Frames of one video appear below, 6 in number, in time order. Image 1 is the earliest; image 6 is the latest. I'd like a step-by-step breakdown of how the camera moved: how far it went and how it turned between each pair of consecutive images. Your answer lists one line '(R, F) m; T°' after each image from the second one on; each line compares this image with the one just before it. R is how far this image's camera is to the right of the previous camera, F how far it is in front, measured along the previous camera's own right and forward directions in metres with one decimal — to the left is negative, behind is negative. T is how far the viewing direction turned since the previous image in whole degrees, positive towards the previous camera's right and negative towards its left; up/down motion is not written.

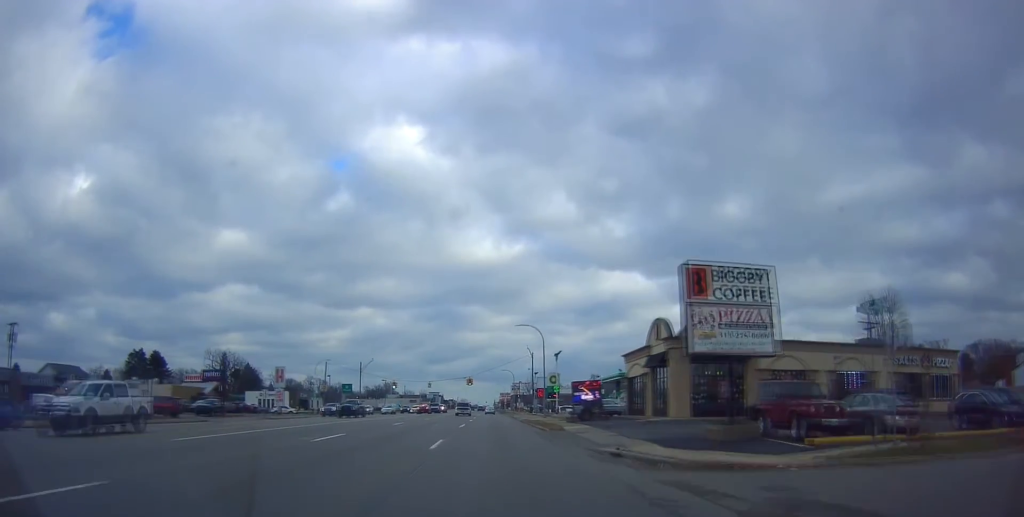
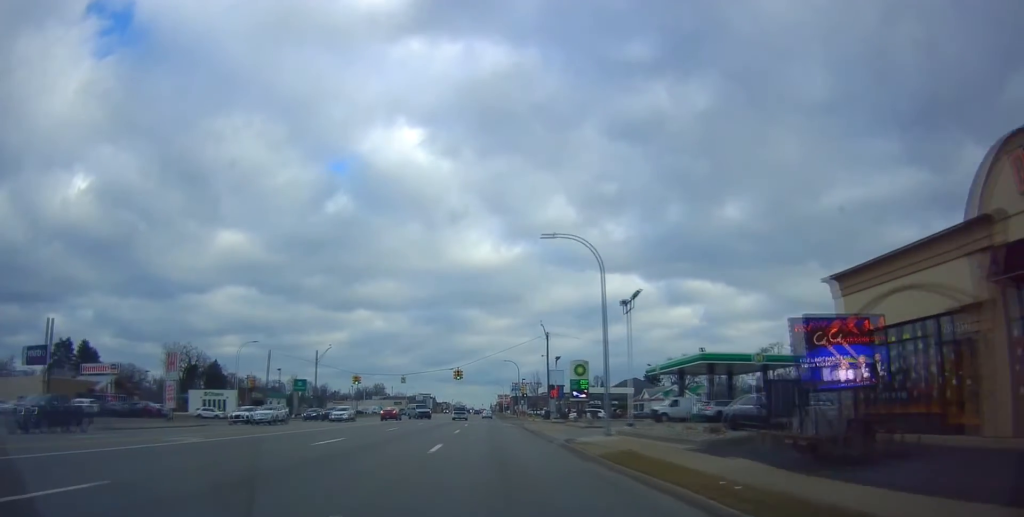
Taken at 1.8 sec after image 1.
(-0.9, +30.1) m; -2°
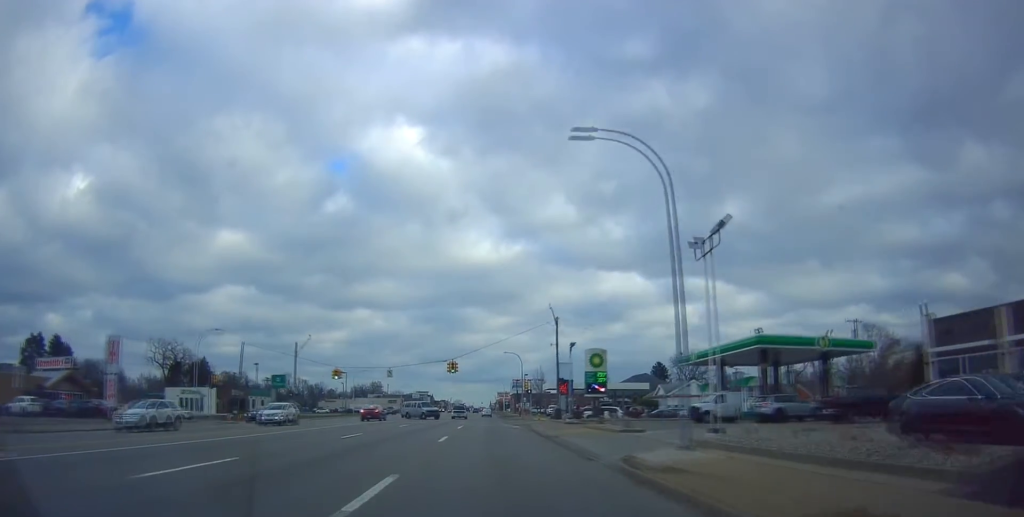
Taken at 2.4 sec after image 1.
(+0.2, +10.2) m; +1°
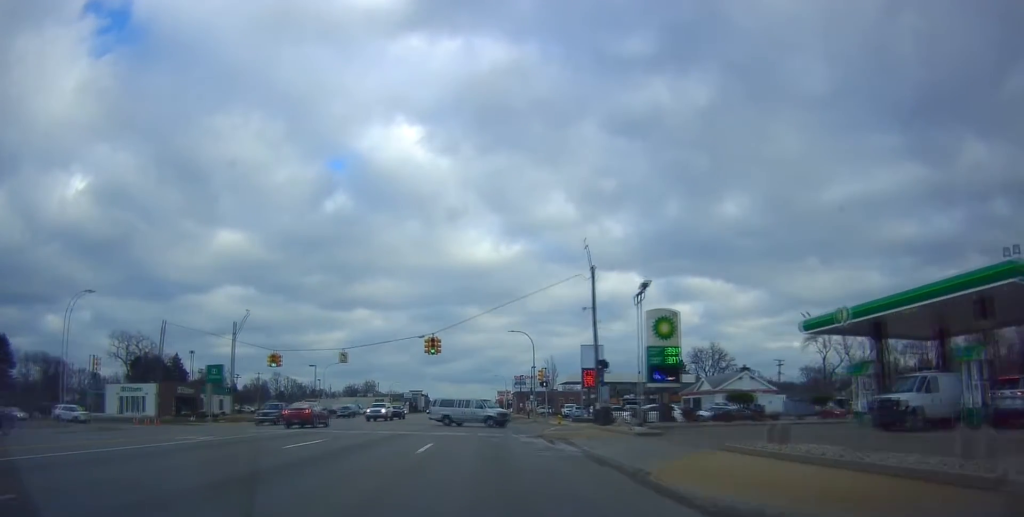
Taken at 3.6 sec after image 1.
(+0.3, +21.4) m; +1°
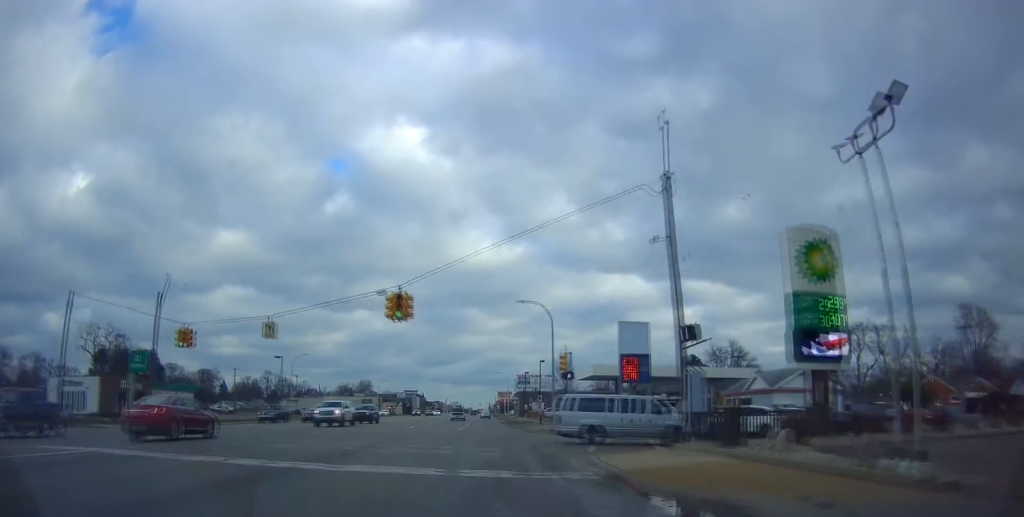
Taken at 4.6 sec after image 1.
(0.0, +16.7) m; -1°
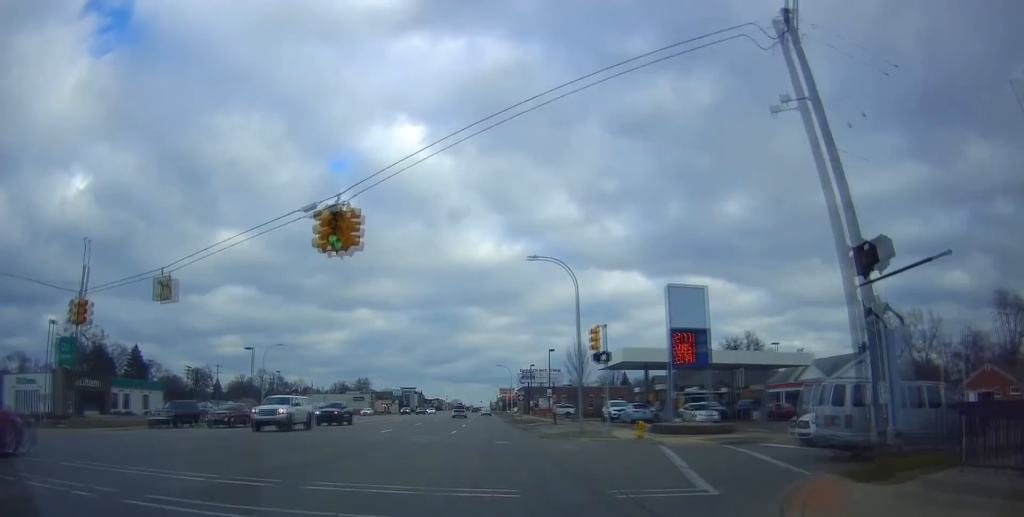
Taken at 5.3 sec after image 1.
(-0.2, +11.2) m; 0°
